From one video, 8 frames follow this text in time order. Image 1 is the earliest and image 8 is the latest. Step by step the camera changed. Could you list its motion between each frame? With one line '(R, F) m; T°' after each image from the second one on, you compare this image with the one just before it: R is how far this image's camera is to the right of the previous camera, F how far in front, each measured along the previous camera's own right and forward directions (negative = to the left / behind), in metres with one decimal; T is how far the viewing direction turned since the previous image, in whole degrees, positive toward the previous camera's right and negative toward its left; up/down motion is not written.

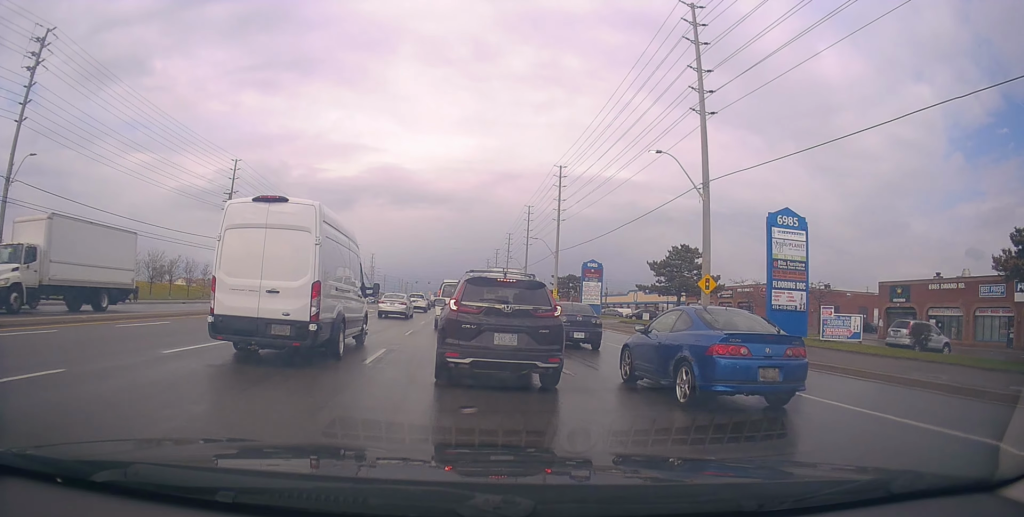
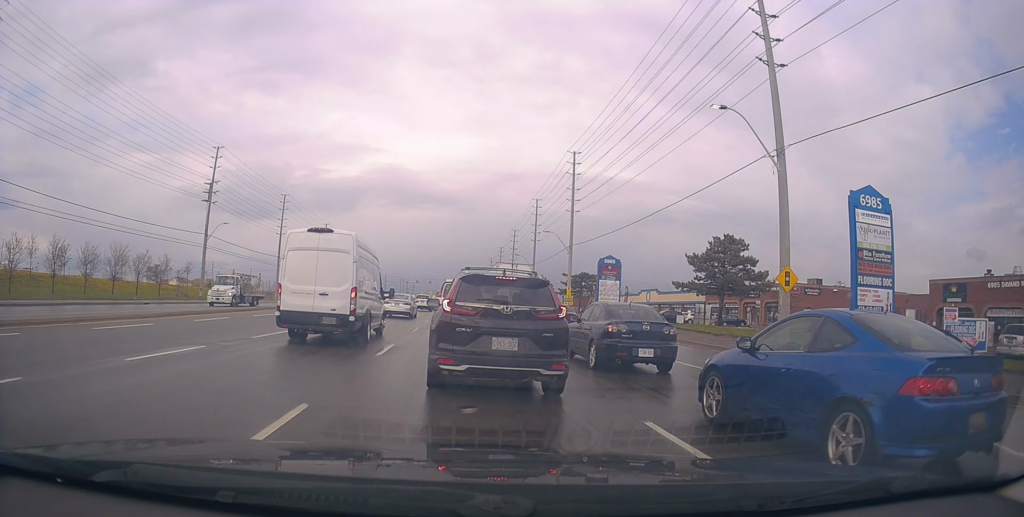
(-0.5, +7.8) m; +1°
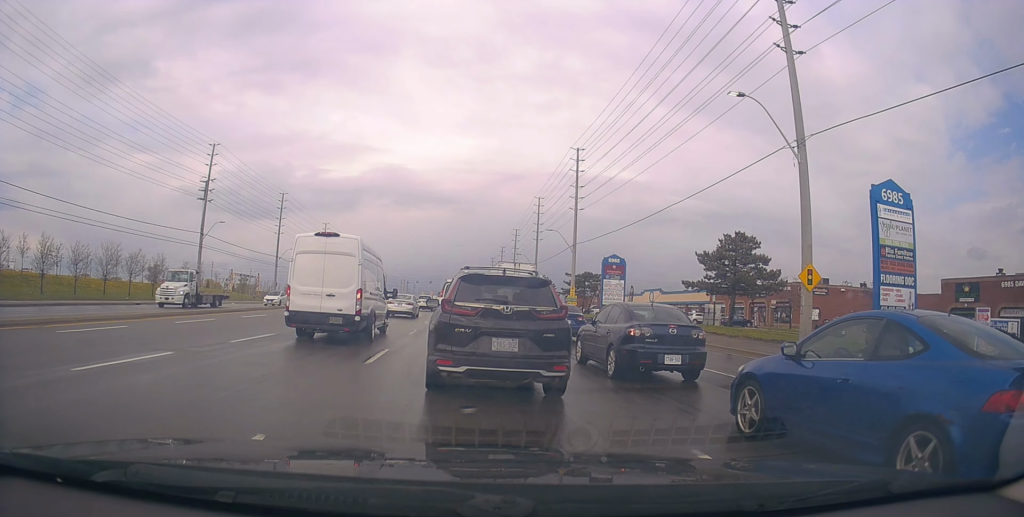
(+0.2, +1.6) m; +2°
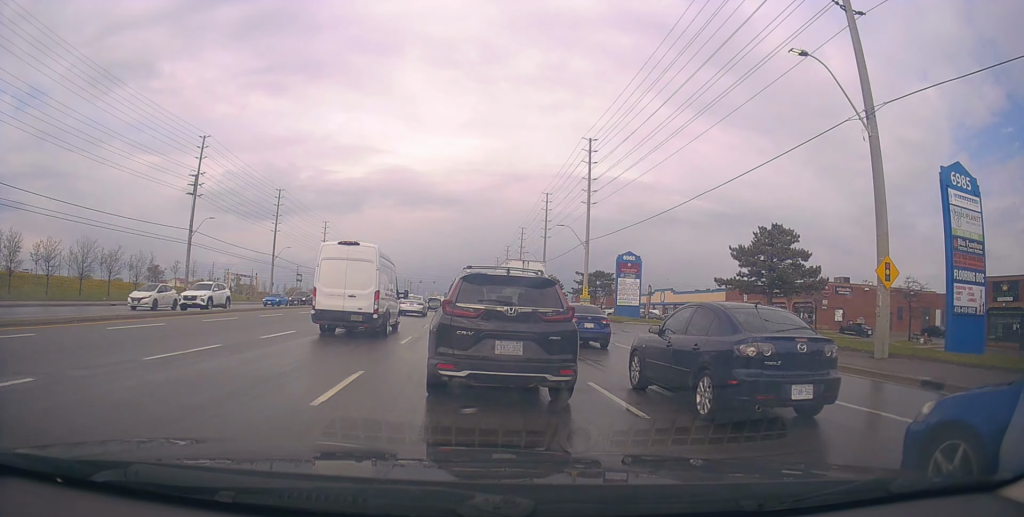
(+0.1, +4.5) m; -5°
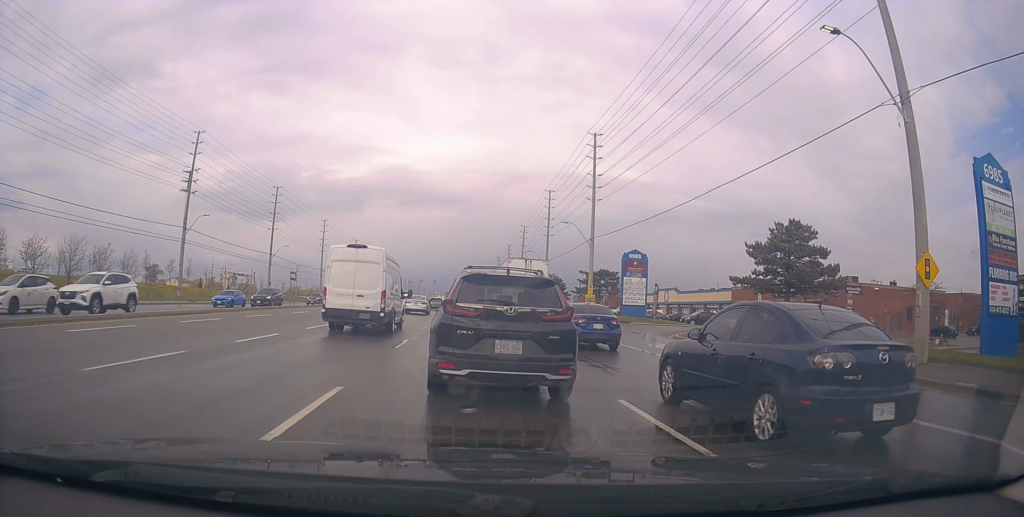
(-0.1, +1.9) m; +1°
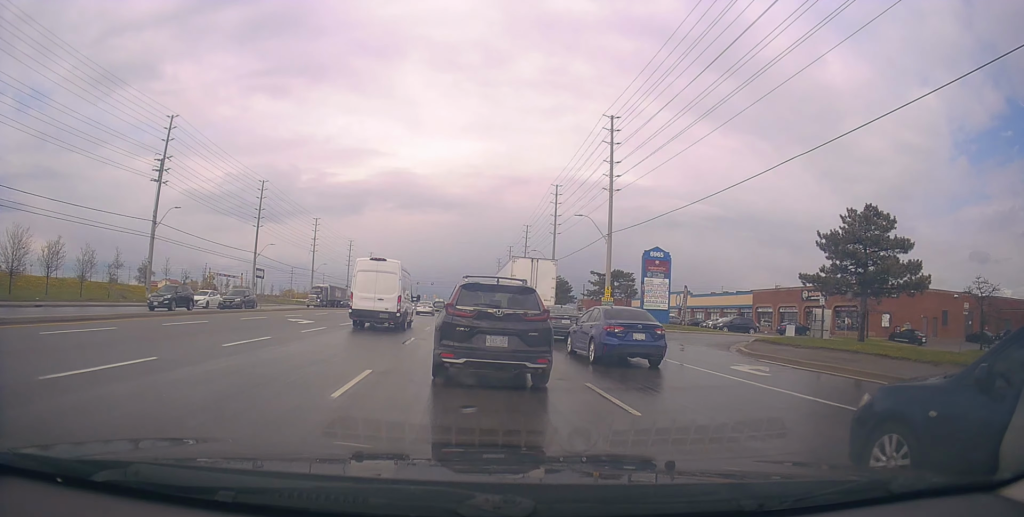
(+0.8, +6.8) m; +3°
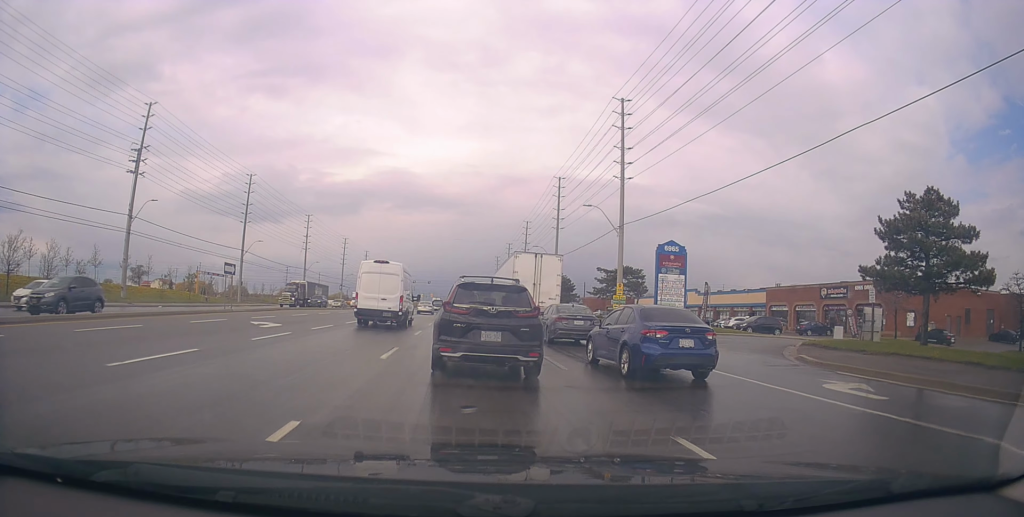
(-0.6, +4.2) m; -4°
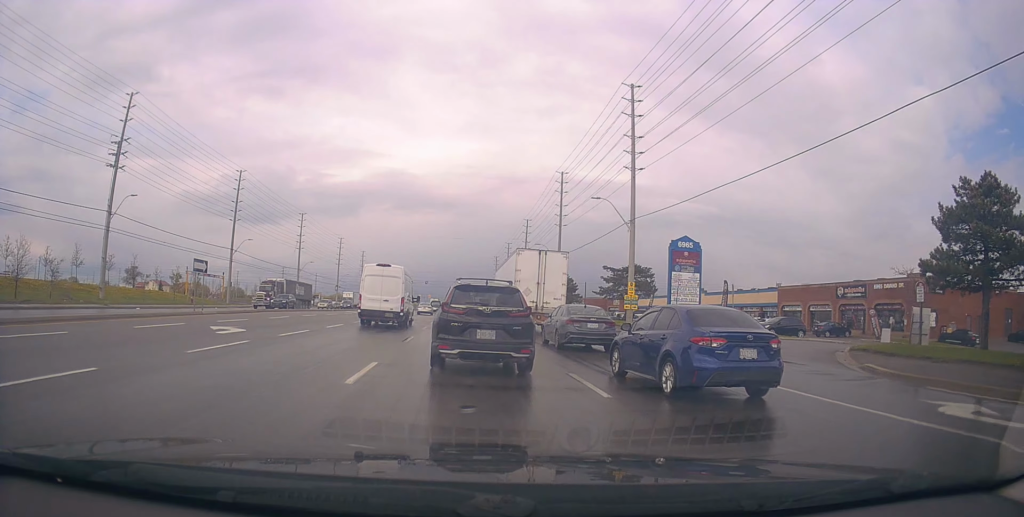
(+0.1, +3.5) m; +4°
